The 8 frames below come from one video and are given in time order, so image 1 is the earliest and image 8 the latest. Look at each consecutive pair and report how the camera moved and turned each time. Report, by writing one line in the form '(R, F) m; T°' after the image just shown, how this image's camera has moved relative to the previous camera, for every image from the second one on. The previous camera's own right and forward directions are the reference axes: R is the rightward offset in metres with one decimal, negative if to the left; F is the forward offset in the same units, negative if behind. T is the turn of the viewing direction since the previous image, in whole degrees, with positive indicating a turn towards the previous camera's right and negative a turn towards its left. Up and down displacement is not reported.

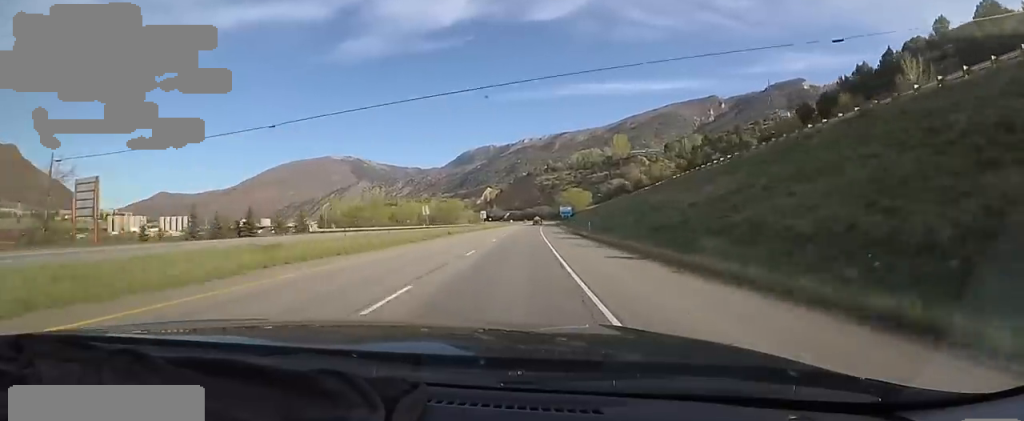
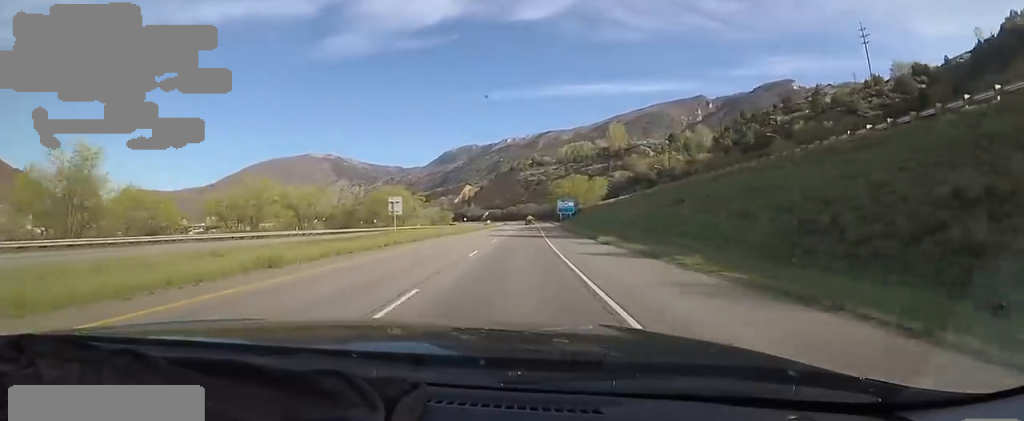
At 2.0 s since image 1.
(+3.9, +61.6) m; +4°
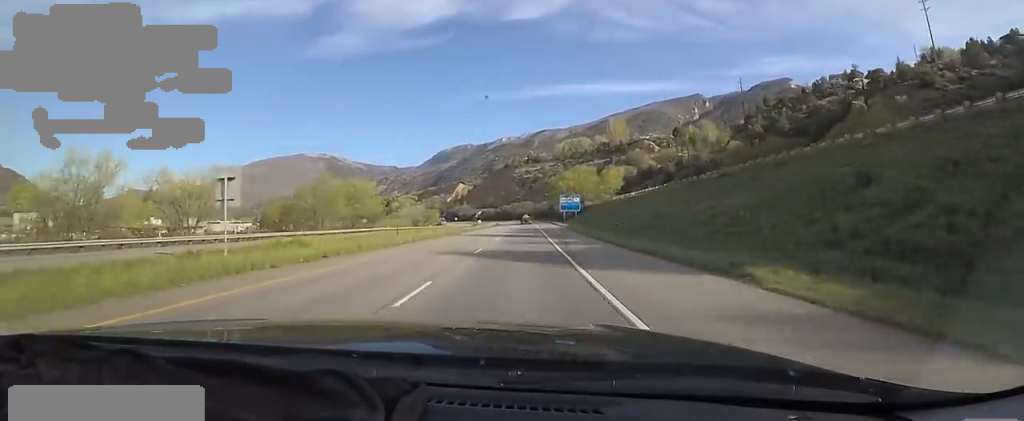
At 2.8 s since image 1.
(-0.6, +23.5) m; -1°
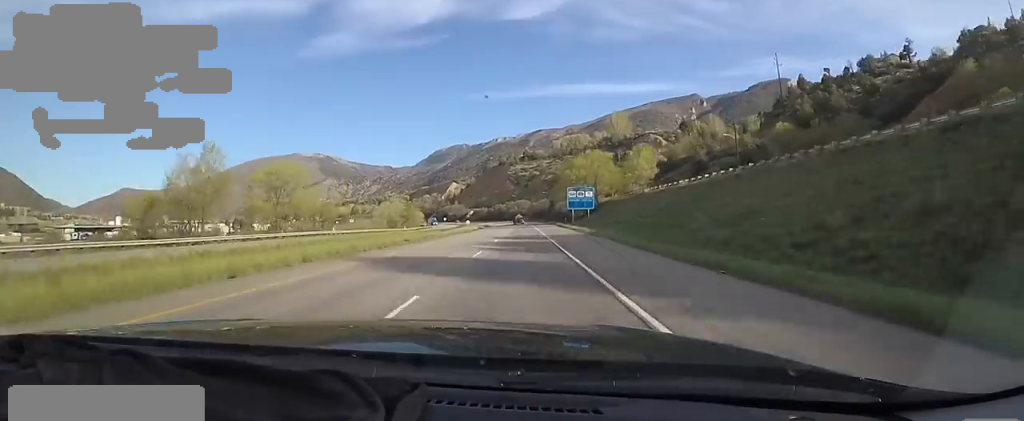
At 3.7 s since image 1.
(-0.5, +26.5) m; 0°
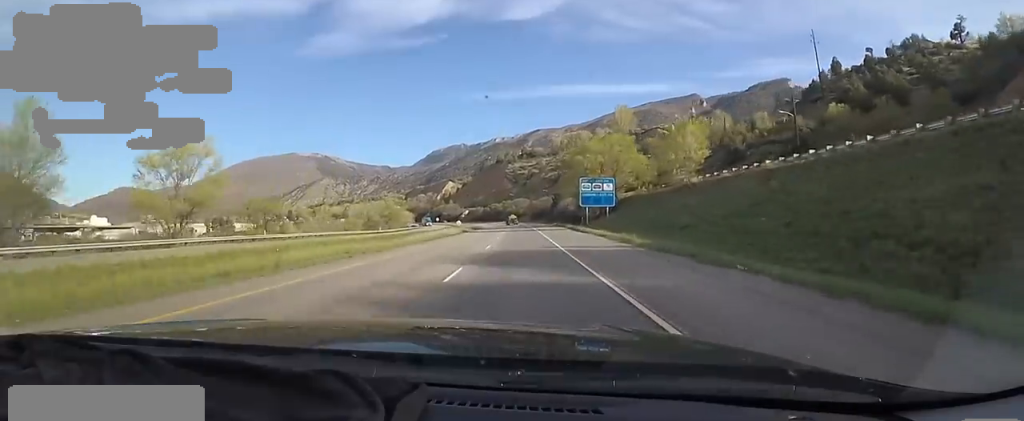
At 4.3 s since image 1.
(+0.1, +19.3) m; +2°
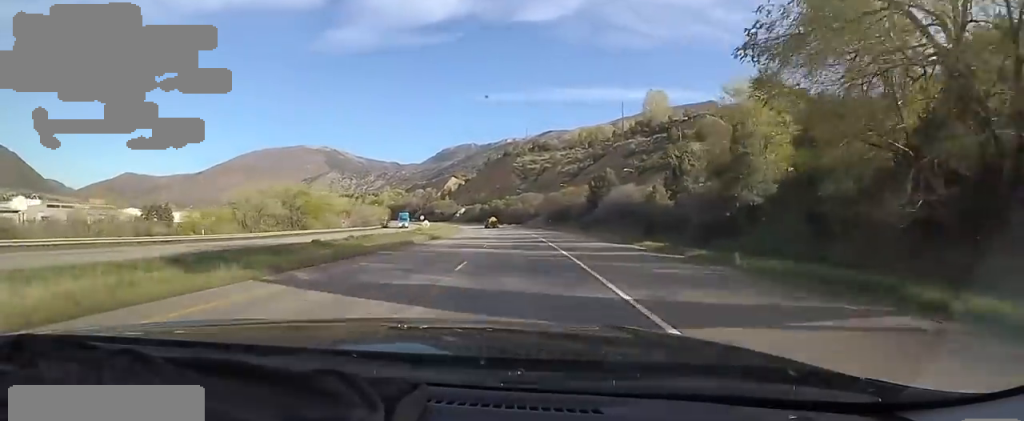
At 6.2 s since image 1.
(+1.7, +59.0) m; -2°
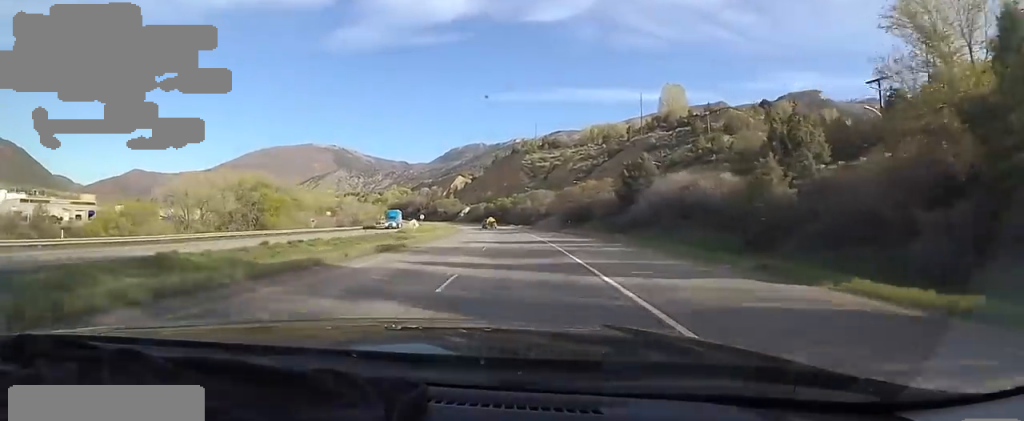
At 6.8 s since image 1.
(-0.7, +16.4) m; -1°
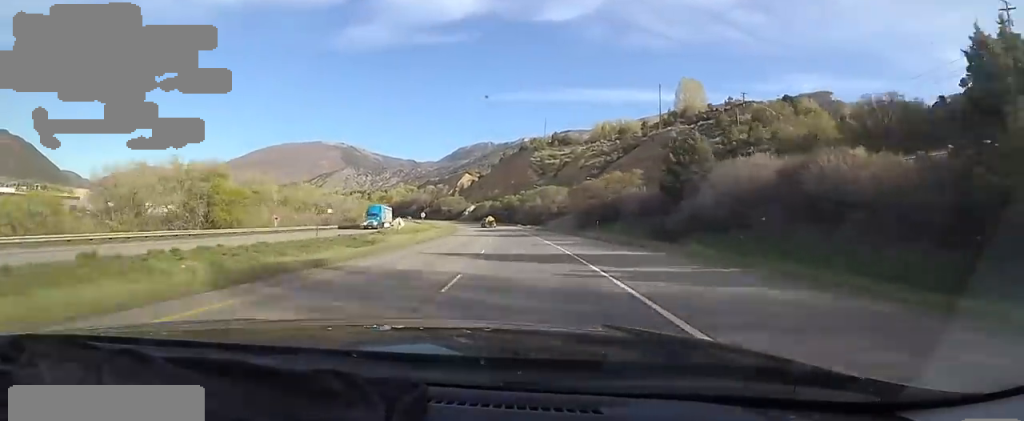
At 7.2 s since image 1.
(-0.6, +13.4) m; -1°
